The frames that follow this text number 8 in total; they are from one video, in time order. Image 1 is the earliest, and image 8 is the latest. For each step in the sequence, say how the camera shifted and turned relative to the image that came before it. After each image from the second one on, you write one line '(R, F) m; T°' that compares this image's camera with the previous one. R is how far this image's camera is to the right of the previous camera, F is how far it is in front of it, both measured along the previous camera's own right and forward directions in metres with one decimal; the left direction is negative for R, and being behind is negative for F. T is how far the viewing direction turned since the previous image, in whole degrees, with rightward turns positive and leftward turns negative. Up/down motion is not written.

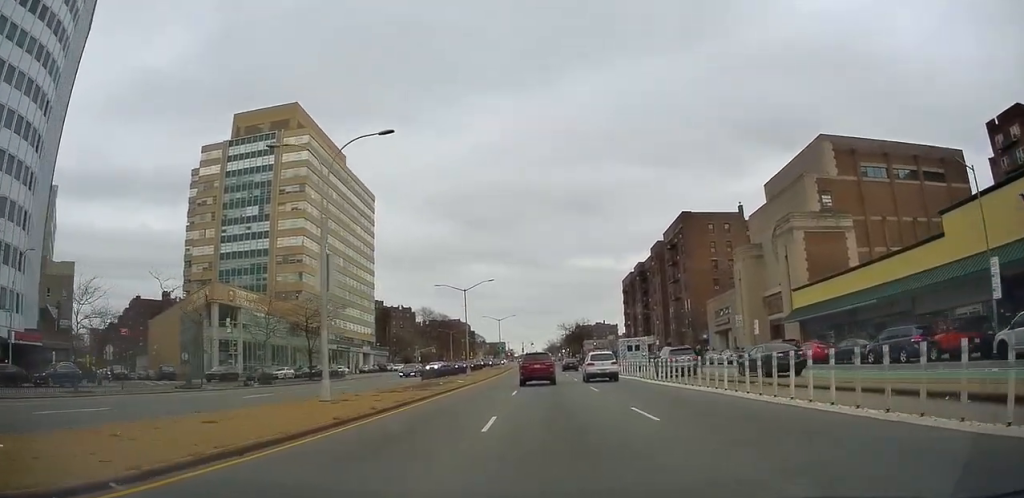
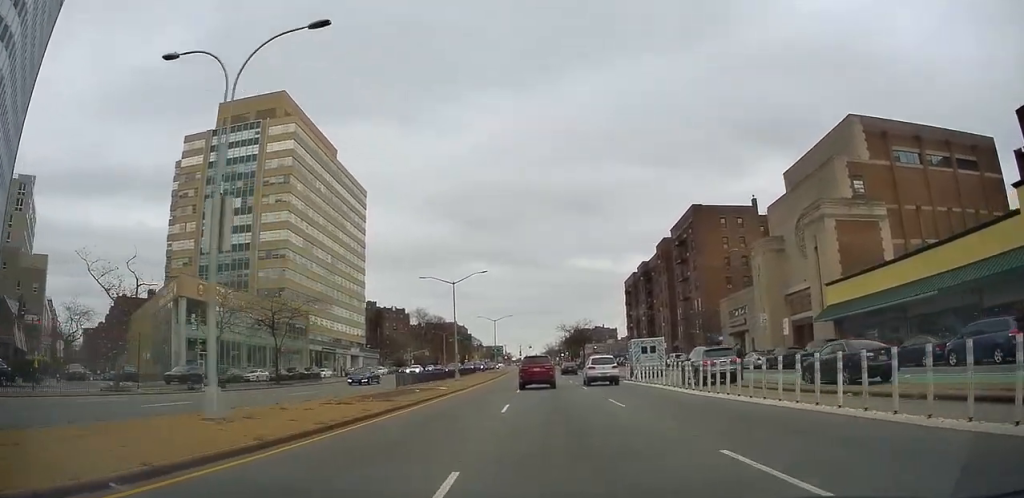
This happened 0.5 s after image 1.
(0.0, +7.1) m; 0°
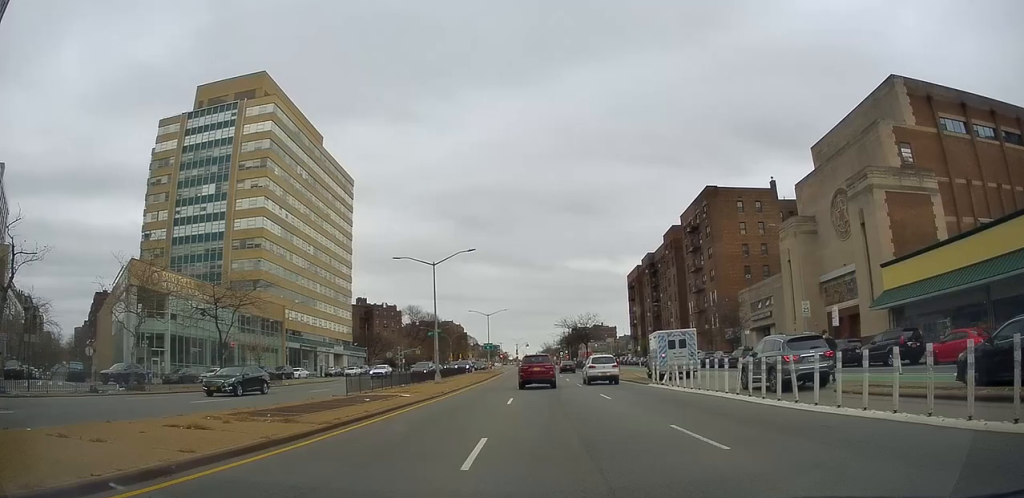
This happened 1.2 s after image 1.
(0.0, +8.9) m; 0°
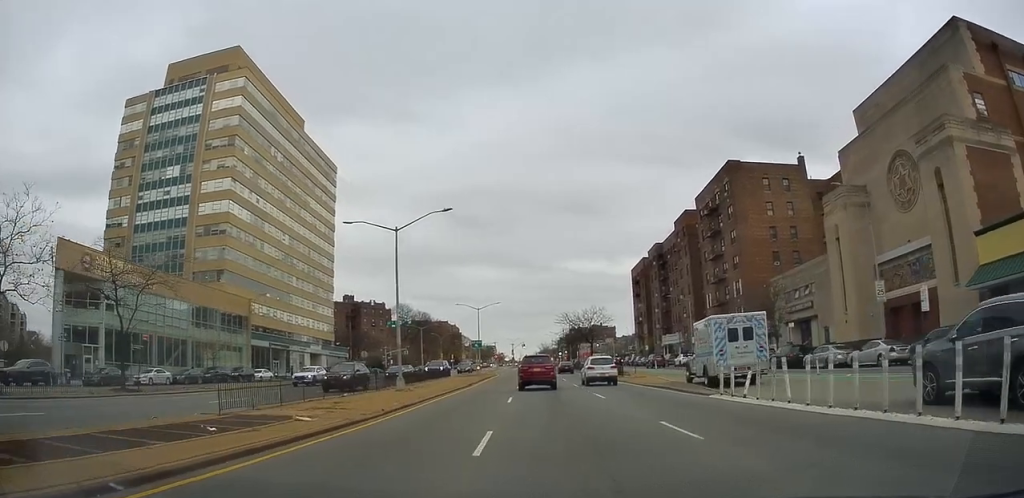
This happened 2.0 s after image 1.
(0.0, +10.7) m; +1°
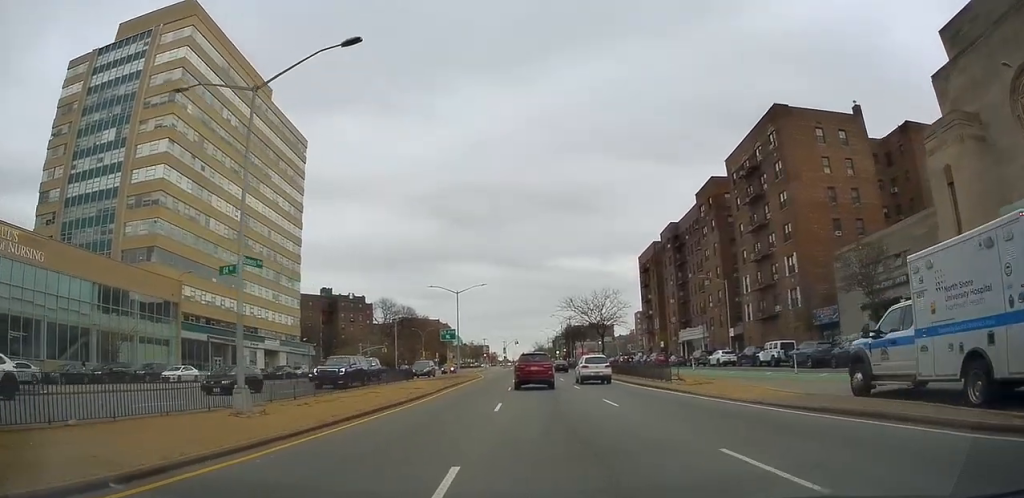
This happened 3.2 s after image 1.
(+0.2, +16.3) m; 0°
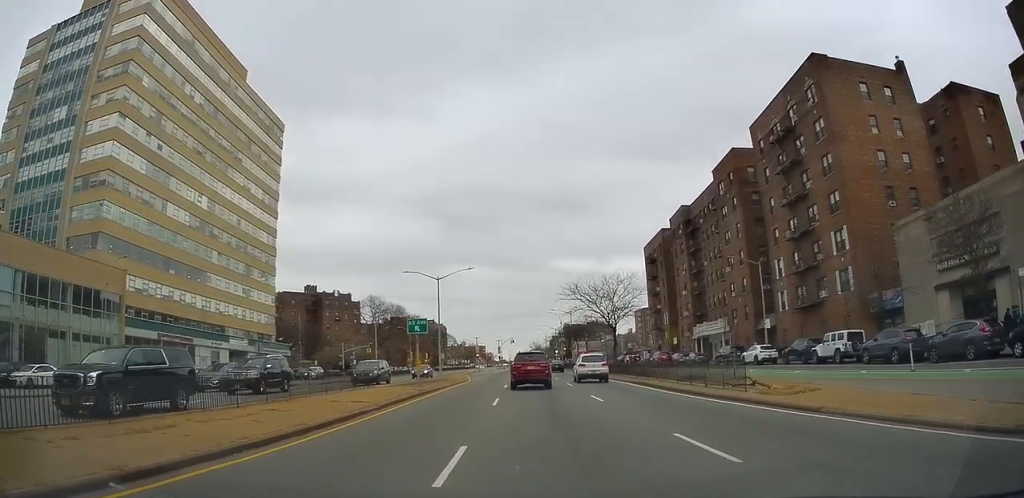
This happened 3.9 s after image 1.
(-0.2, +10.2) m; 0°
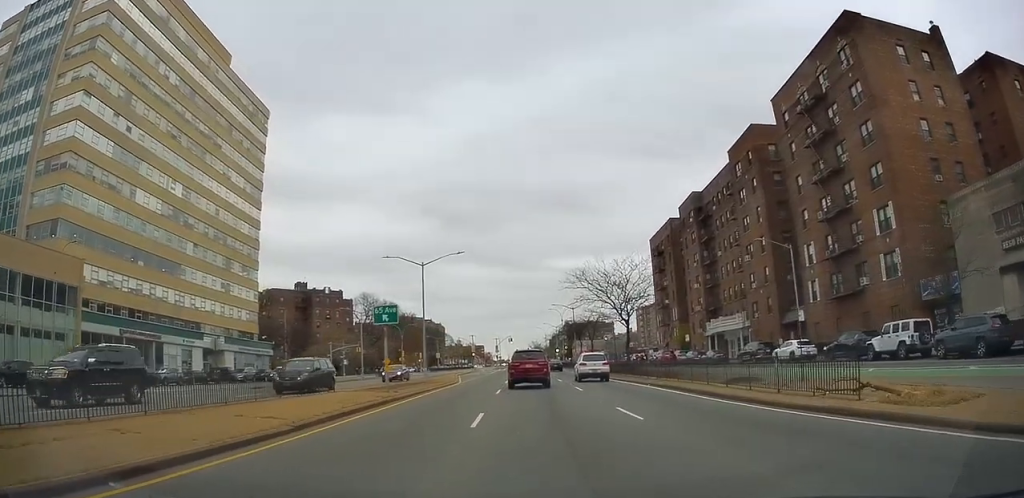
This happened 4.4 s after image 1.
(-0.4, +6.7) m; 0°
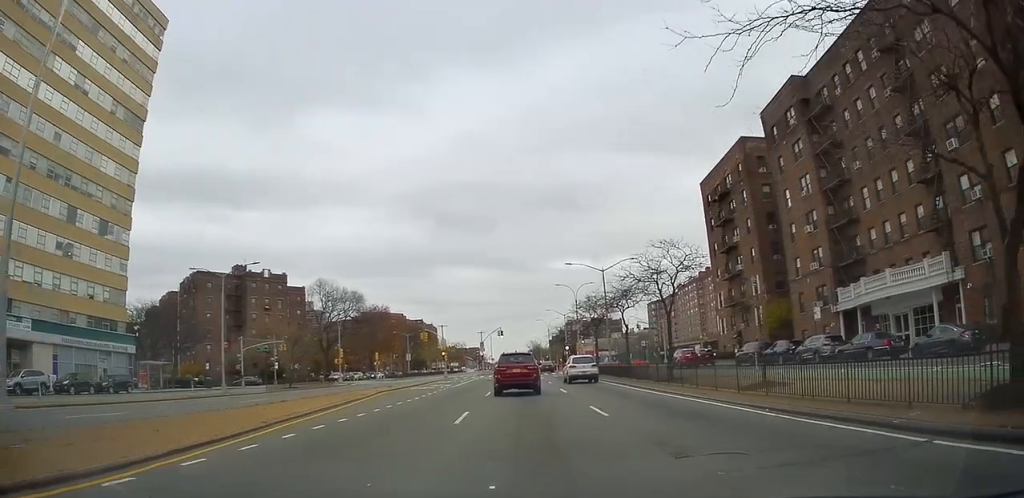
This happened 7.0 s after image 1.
(+0.8, +35.8) m; +1°
